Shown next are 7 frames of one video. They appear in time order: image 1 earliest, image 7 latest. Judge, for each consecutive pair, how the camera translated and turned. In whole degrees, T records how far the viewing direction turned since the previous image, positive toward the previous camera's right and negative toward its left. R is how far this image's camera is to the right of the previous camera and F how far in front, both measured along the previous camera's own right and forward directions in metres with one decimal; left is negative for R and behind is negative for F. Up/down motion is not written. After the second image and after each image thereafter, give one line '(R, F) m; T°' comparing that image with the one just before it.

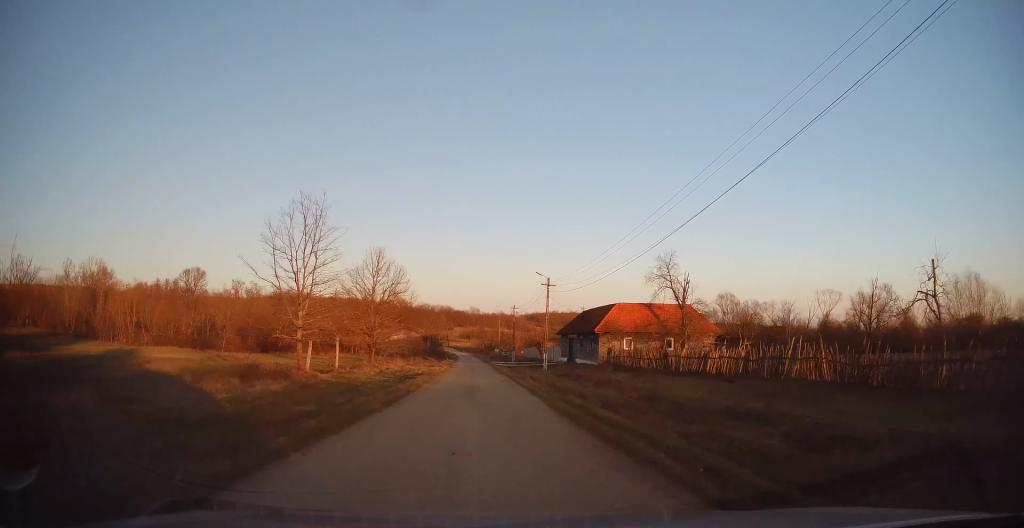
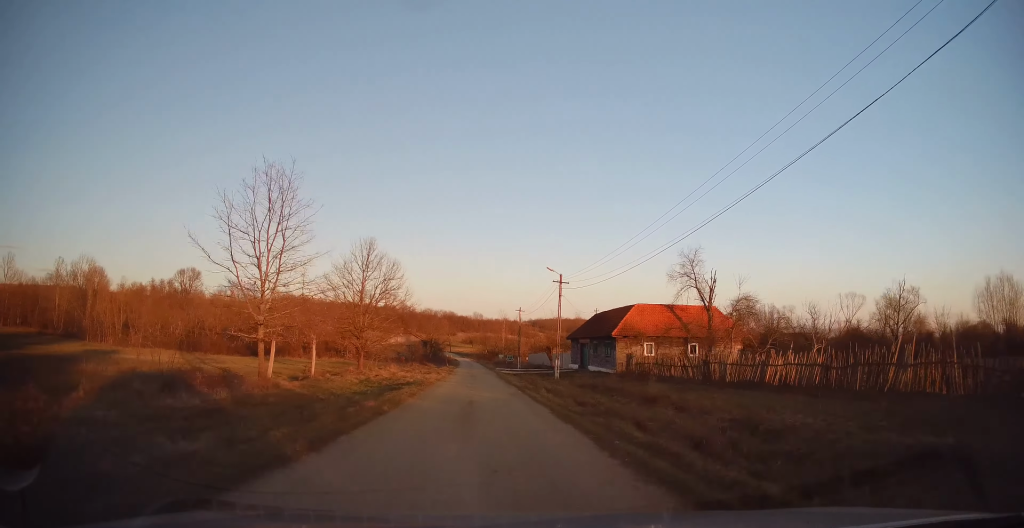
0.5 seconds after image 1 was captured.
(+0.1, +5.5) m; -1°
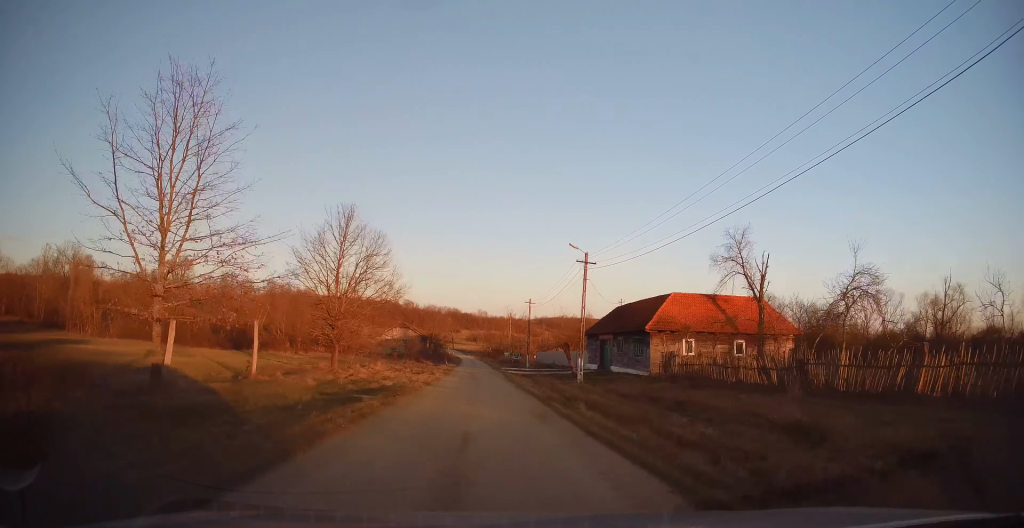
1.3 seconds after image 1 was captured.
(-0.5, +8.3) m; -1°
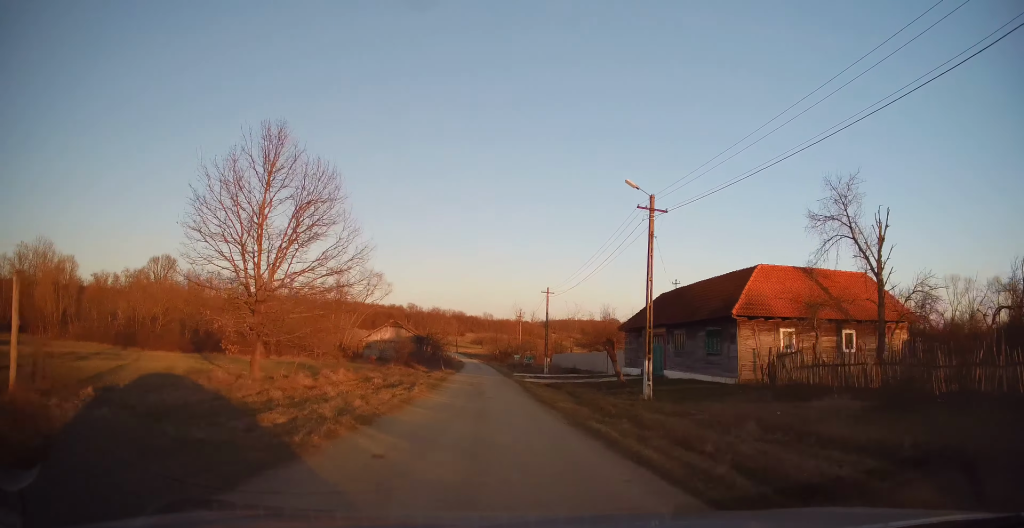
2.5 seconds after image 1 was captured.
(+0.5, +12.7) m; +3°
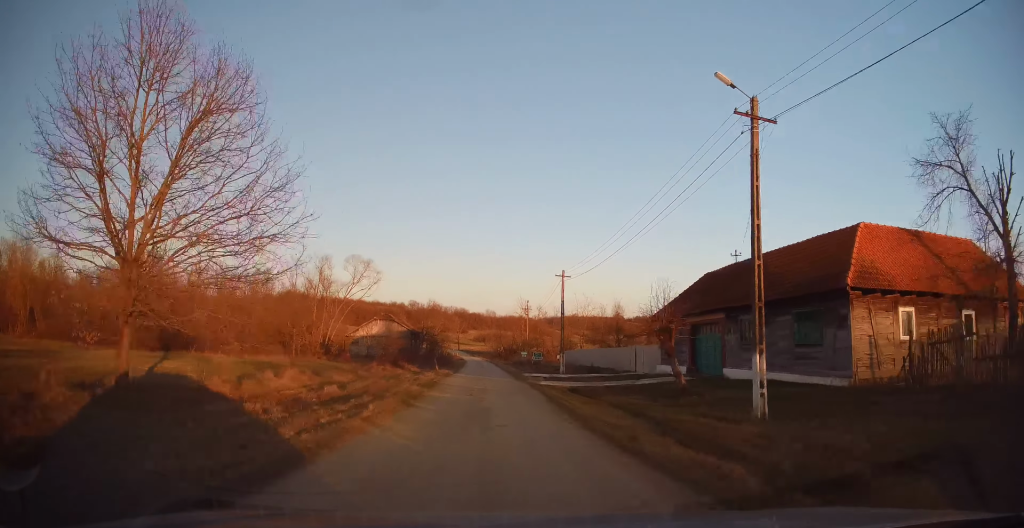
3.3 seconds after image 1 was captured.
(0.0, +8.6) m; -3°
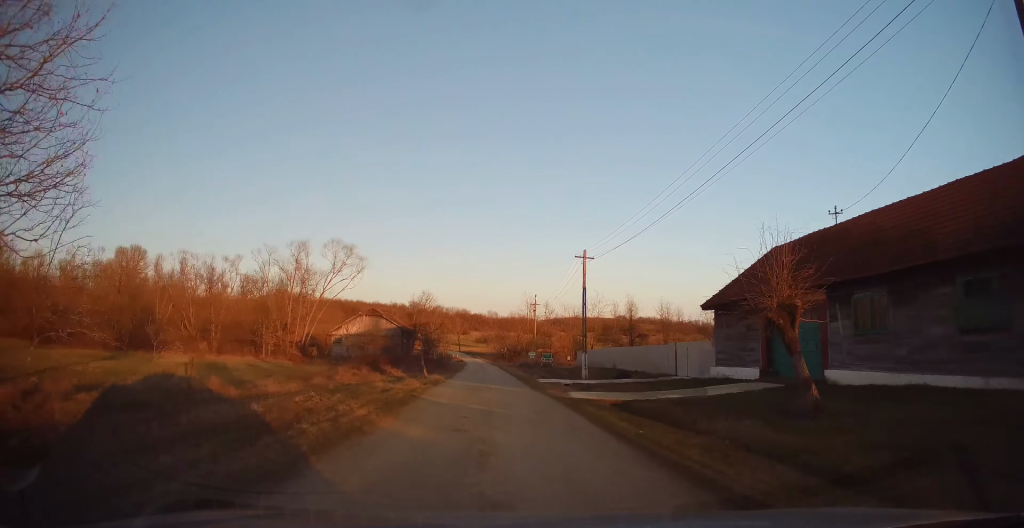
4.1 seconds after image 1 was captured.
(-0.4, +8.6) m; 0°
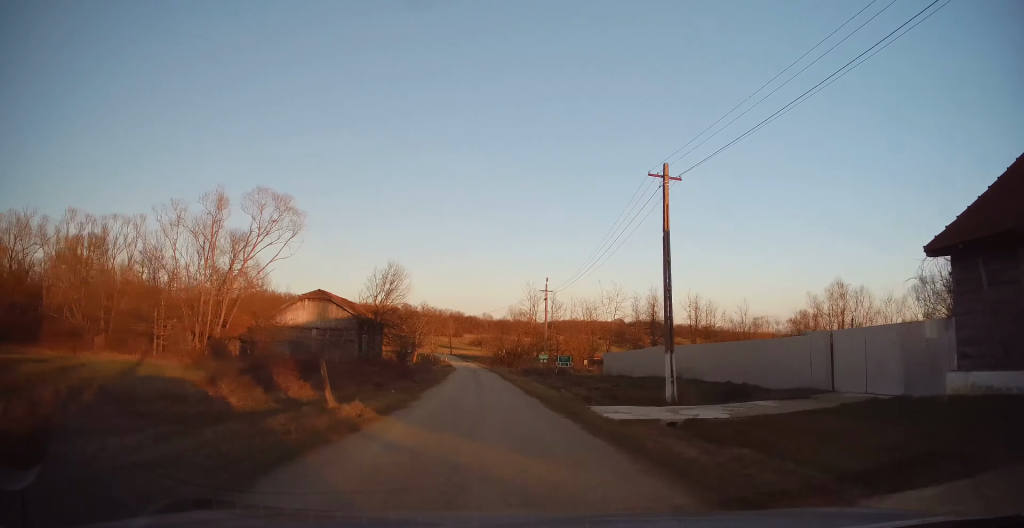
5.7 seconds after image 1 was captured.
(+0.6, +16.4) m; +3°
